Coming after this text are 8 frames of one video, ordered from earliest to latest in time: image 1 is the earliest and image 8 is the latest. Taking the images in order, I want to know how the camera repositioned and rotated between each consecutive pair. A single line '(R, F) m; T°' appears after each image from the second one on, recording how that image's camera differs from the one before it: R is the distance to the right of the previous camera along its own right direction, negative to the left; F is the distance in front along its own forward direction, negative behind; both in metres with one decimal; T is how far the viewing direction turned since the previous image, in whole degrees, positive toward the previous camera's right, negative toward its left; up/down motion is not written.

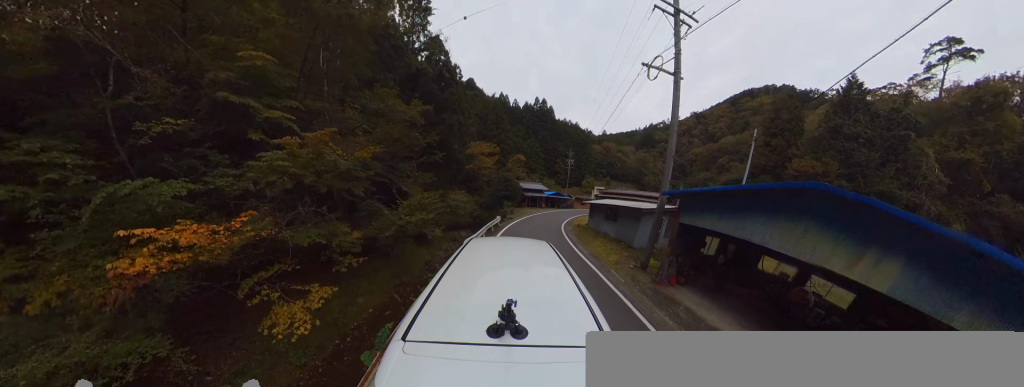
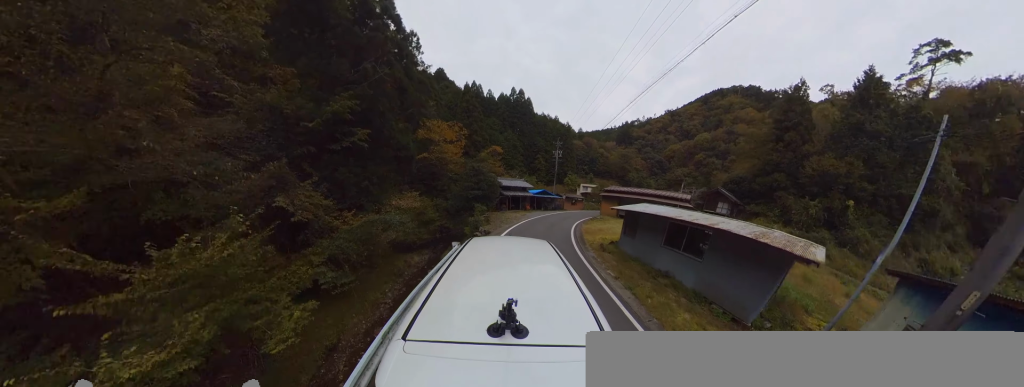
(+0.3, +7.3) m; +5°
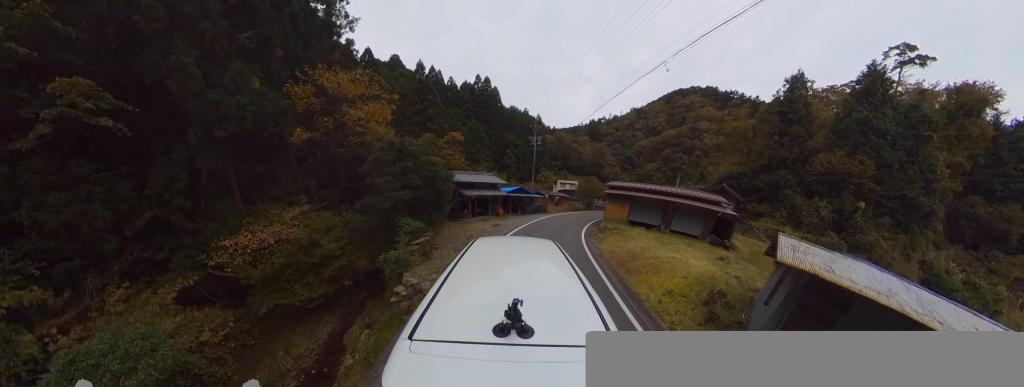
(+0.4, +7.6) m; +11°
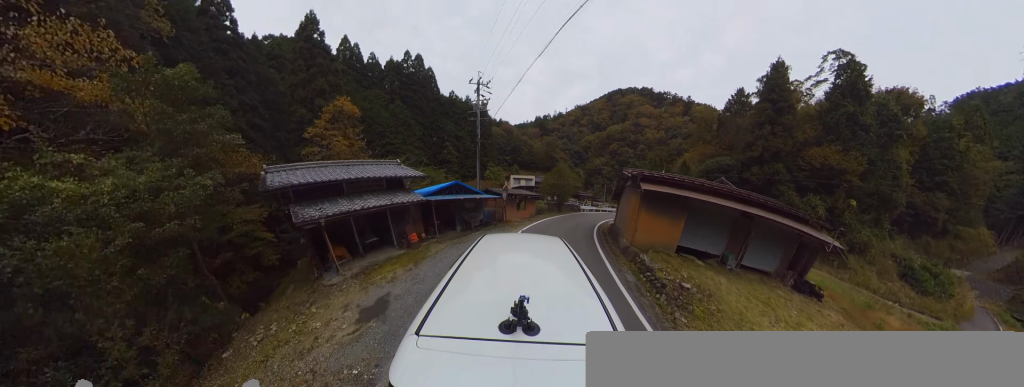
(+1.9, +9.9) m; +20°
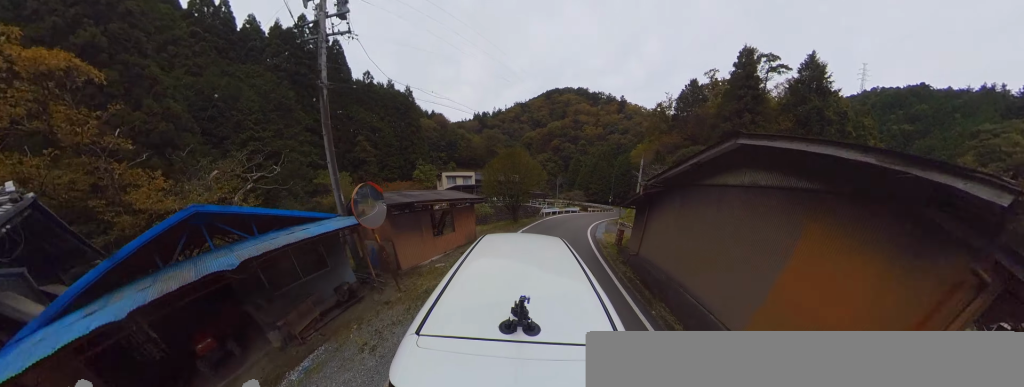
(+1.1, +9.5) m; +22°
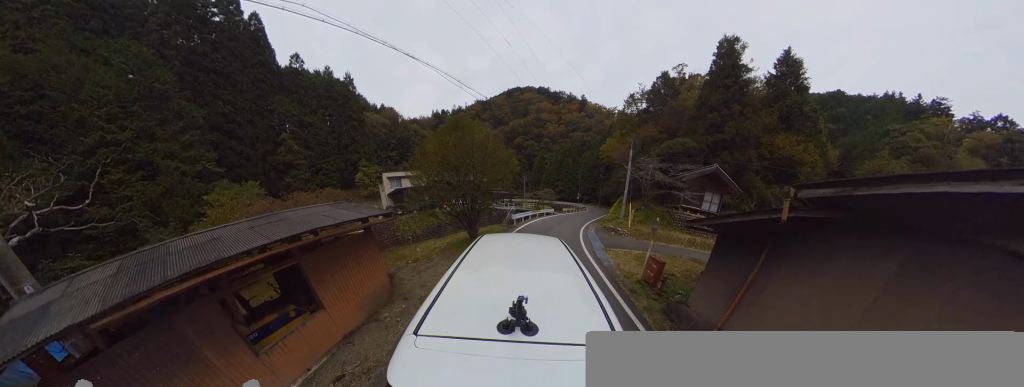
(+1.2, +5.5) m; +10°
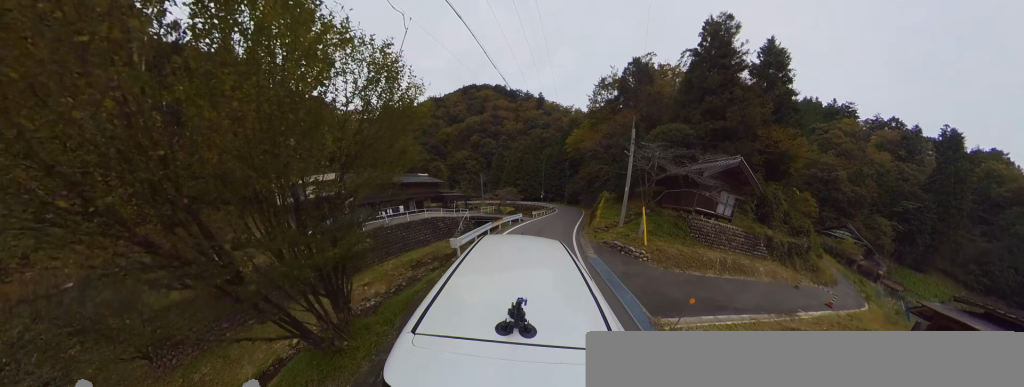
(+0.7, +7.7) m; +8°
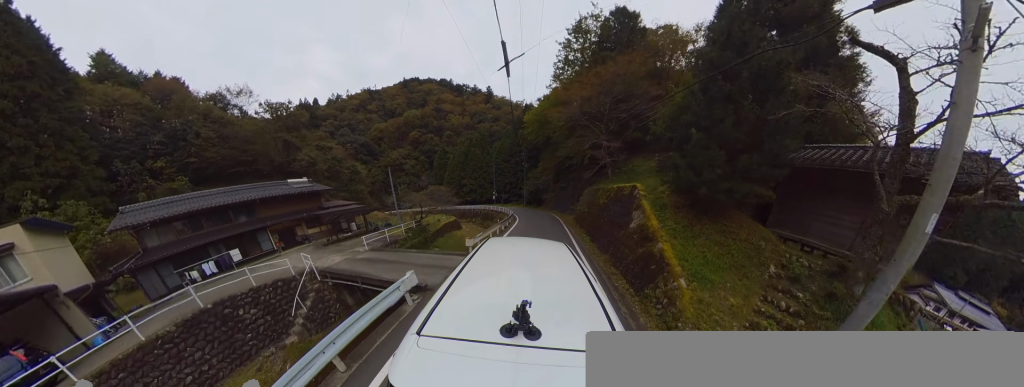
(+1.4, +12.8) m; +17°
